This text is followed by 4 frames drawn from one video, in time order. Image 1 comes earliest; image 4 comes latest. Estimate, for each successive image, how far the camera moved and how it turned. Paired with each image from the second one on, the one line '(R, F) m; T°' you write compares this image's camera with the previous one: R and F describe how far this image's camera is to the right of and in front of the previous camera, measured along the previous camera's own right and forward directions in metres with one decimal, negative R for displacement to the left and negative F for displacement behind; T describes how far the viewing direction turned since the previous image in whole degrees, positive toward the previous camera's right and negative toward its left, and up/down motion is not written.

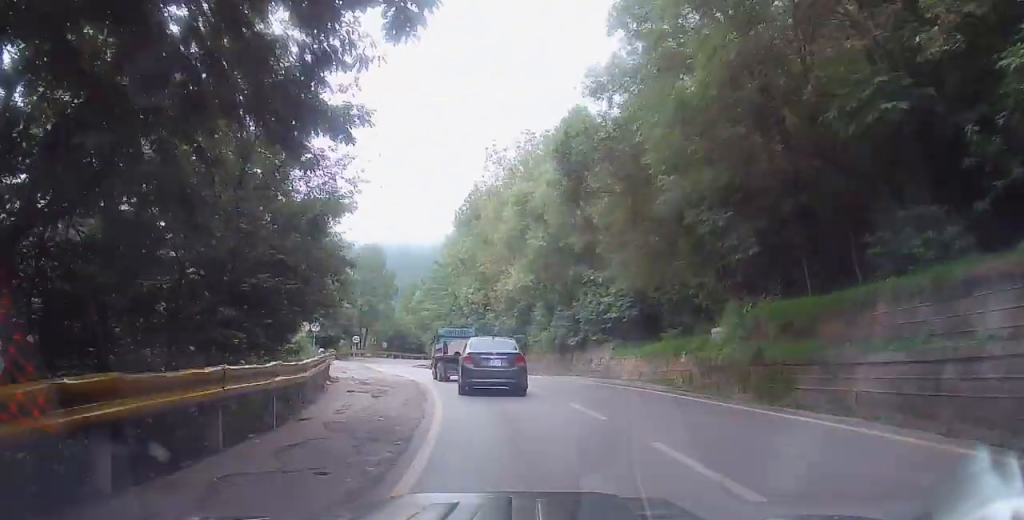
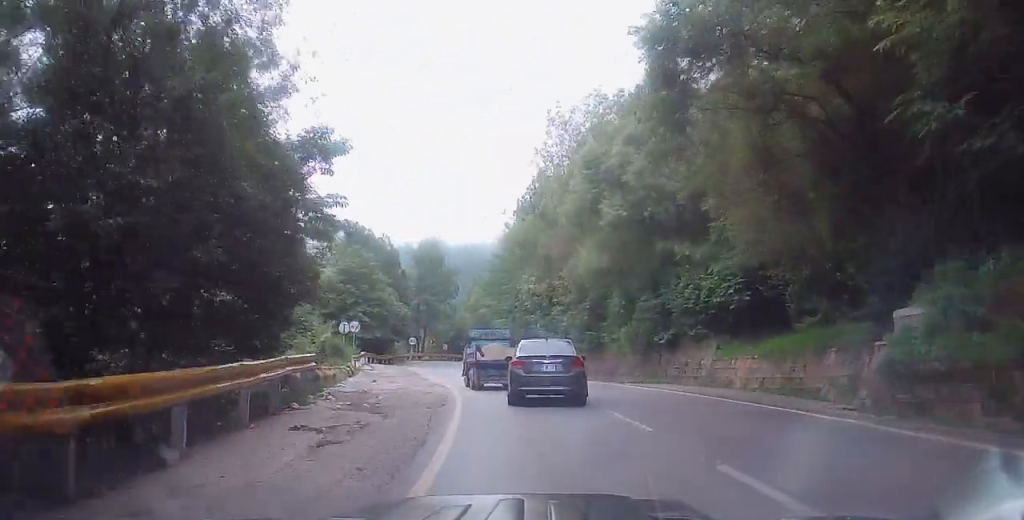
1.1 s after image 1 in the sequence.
(-0.6, +7.1) m; -5°
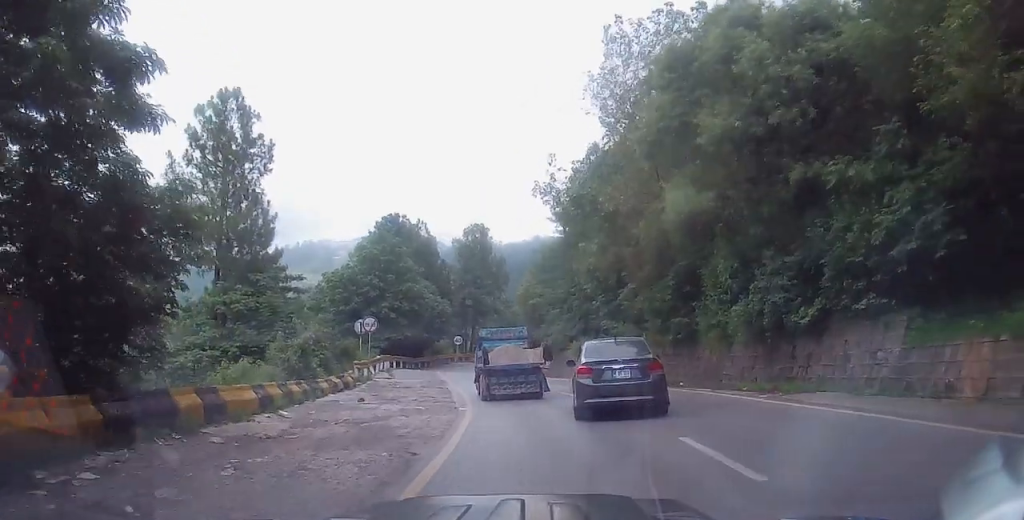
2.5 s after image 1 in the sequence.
(-0.5, +9.4) m; -7°
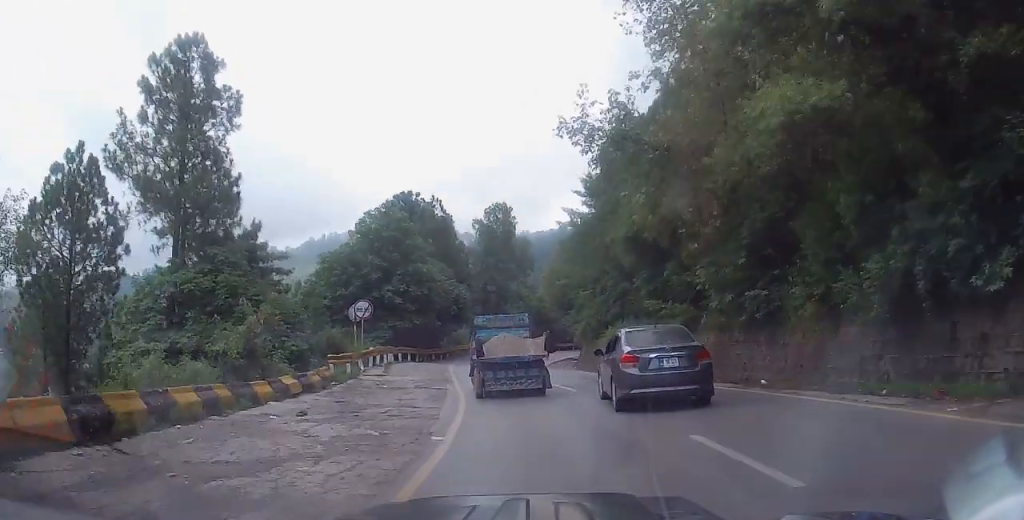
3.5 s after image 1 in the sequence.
(-0.3, +6.4) m; -3°
